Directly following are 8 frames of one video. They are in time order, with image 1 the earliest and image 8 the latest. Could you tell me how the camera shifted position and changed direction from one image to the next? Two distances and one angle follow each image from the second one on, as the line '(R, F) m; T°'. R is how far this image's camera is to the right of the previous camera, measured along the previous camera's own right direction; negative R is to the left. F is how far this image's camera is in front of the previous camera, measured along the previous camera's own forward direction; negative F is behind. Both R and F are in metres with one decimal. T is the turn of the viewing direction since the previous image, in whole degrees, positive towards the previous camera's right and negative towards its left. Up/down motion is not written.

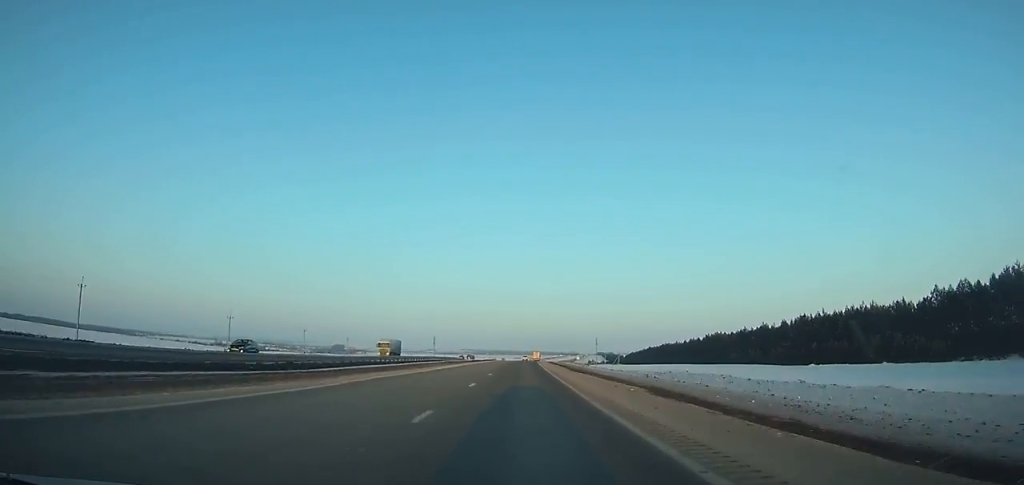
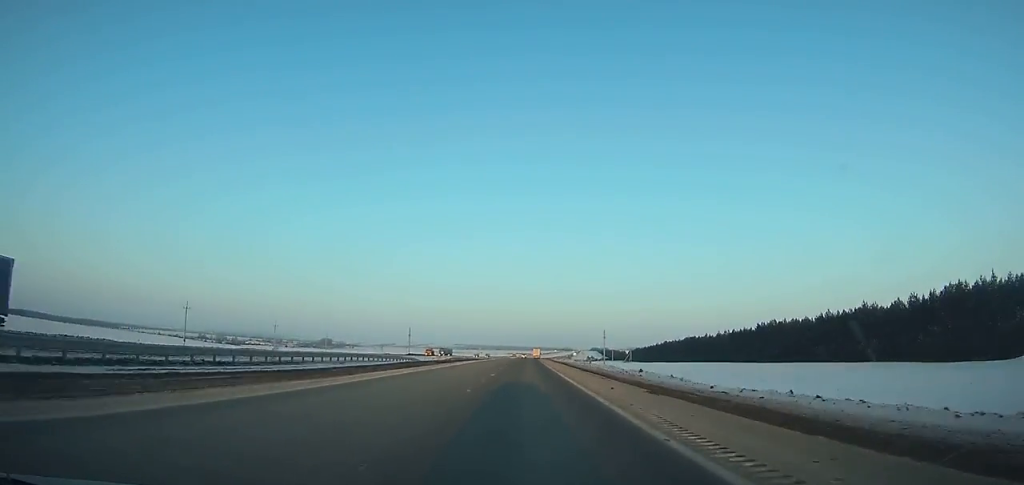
(+0.2, +62.6) m; +1°
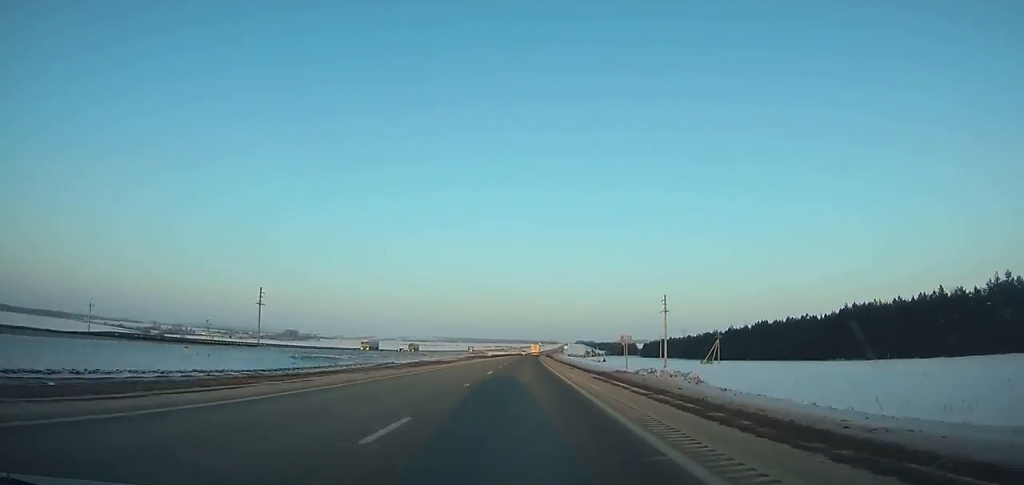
(+3.5, +167.2) m; +2°
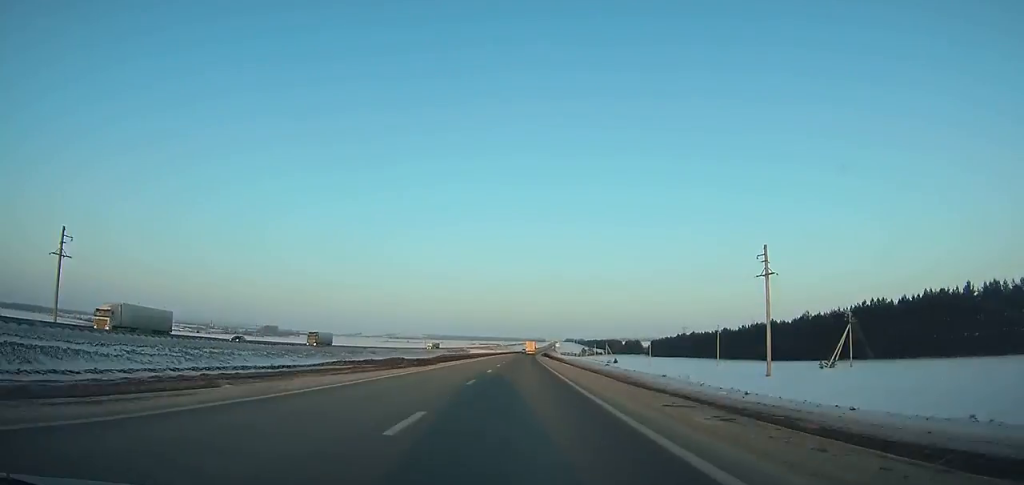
(+0.5, +69.3) m; +1°
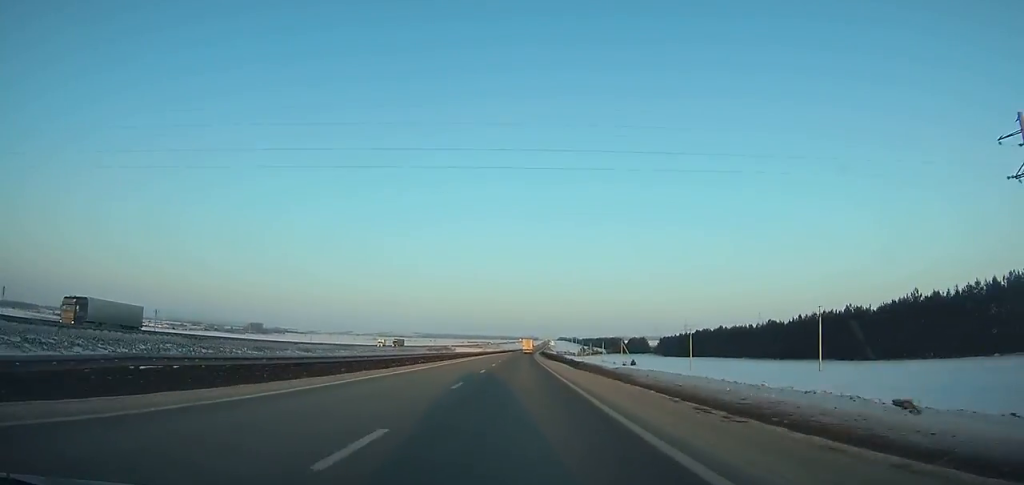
(+0.3, +49.0) m; 0°
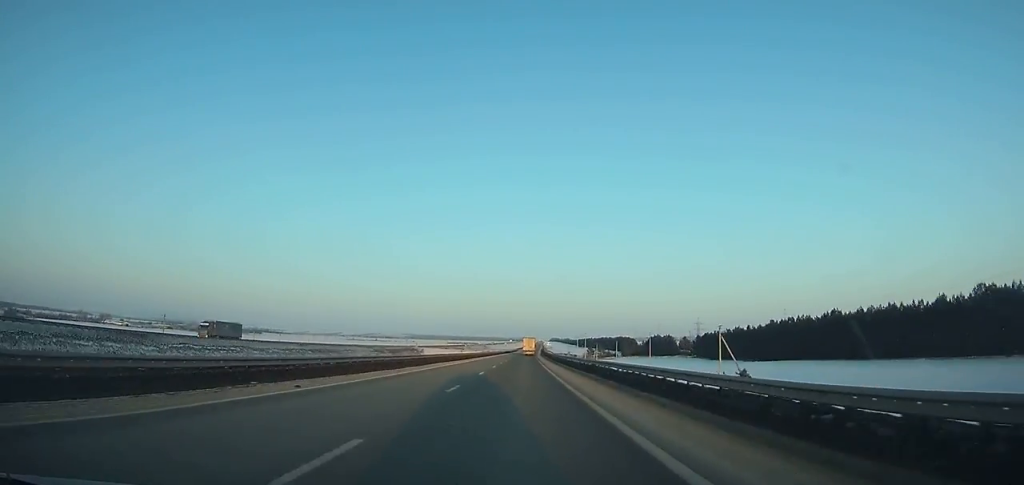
(+0.6, +97.5) m; +1°
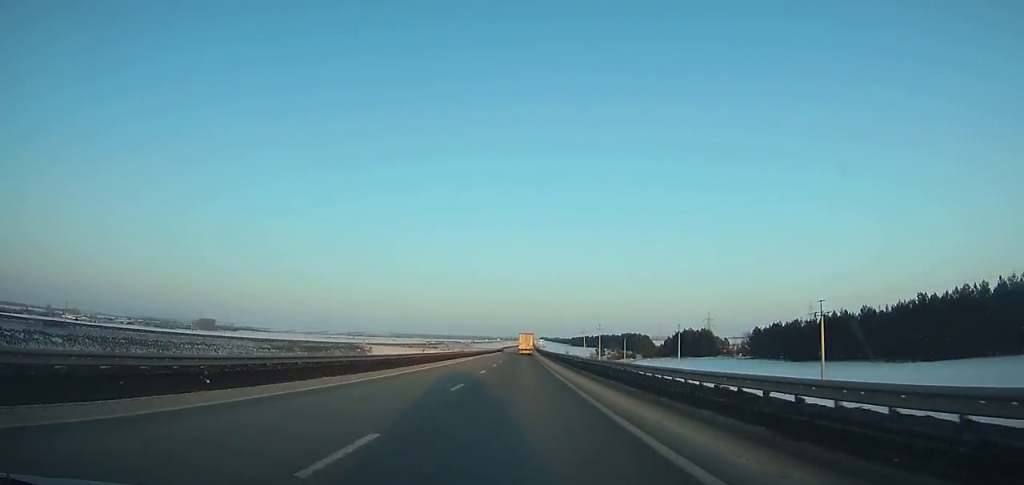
(+0.6, +82.8) m; +1°
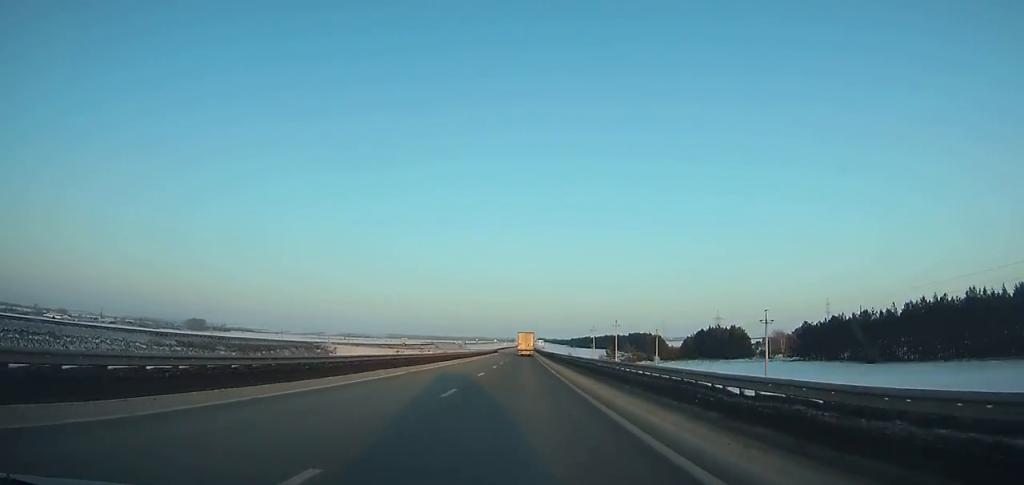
(+0.1, +39.9) m; 0°
